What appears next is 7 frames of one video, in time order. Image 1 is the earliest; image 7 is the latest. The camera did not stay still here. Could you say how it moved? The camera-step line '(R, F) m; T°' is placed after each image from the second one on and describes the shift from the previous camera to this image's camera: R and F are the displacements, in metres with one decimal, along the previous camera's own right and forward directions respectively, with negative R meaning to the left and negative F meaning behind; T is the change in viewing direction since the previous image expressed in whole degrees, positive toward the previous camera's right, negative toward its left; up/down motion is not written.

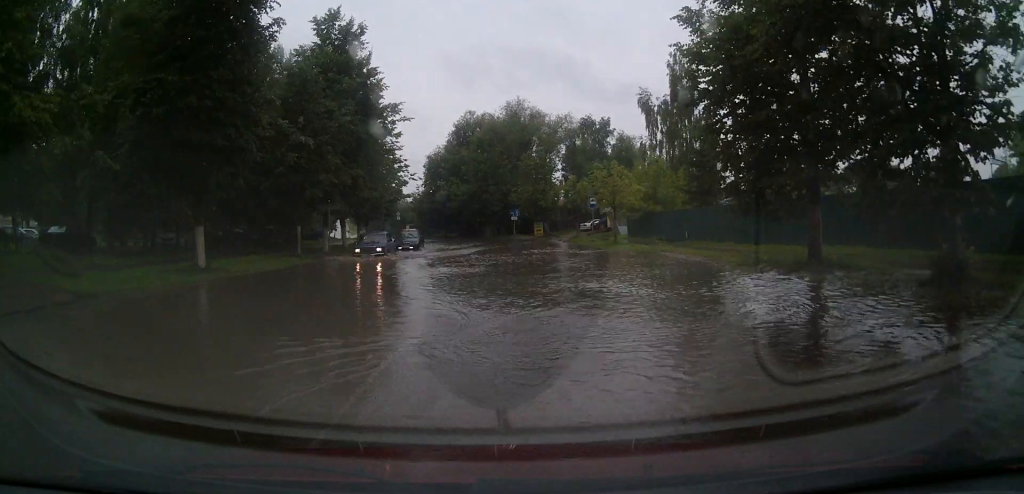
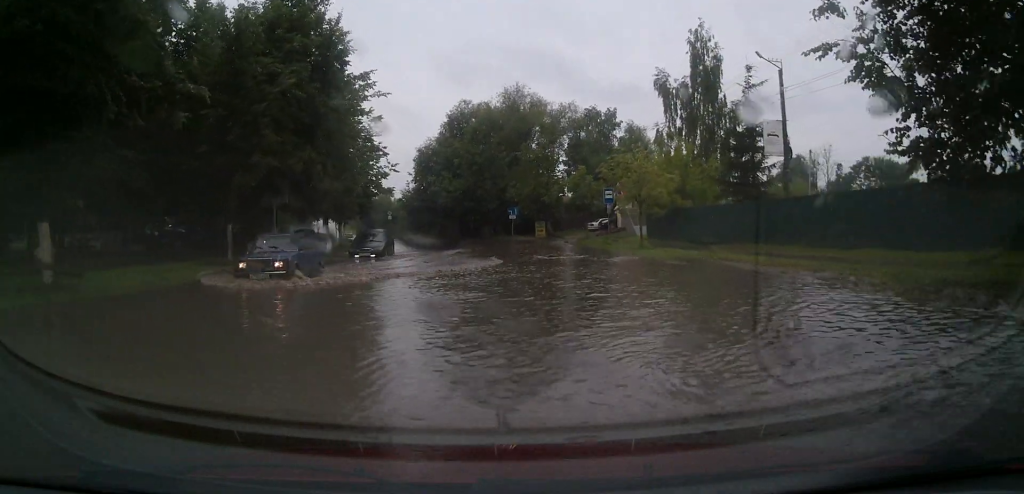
(0.0, +10.8) m; 0°
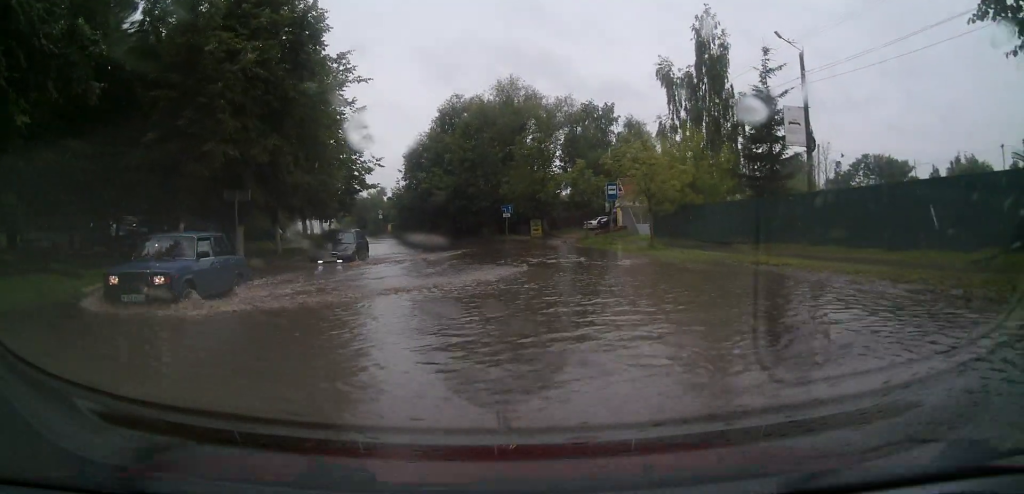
(0.0, +4.2) m; 0°
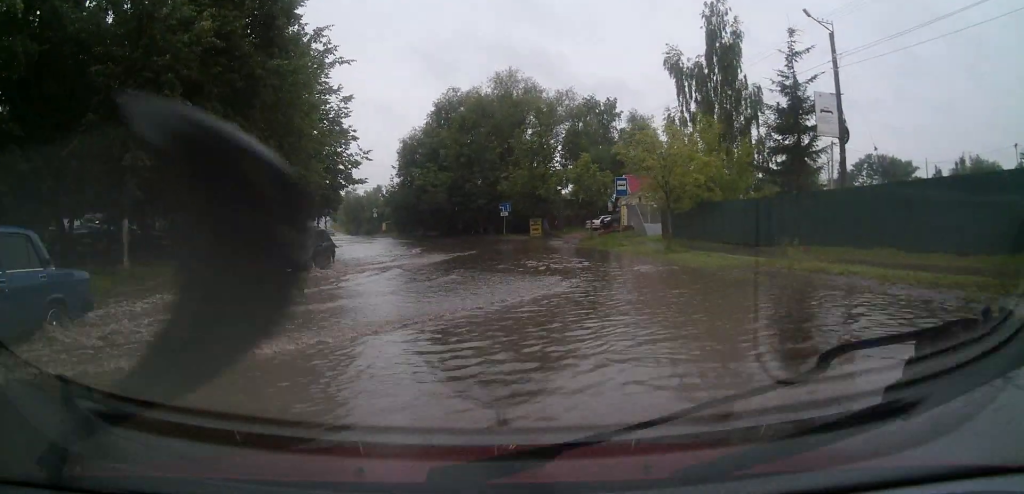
(0.0, +4.4) m; 0°
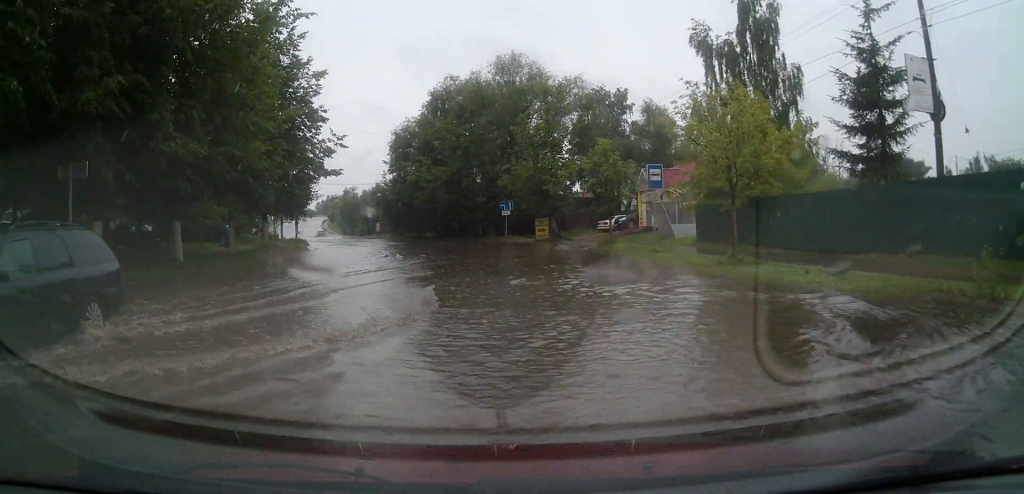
(-0.9, +10.4) m; -9°
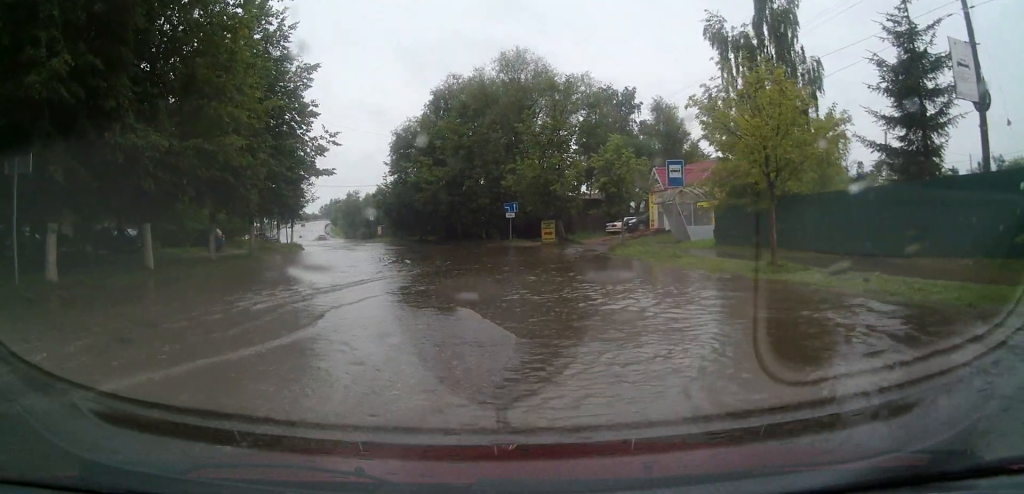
(0.0, +2.5) m; 0°
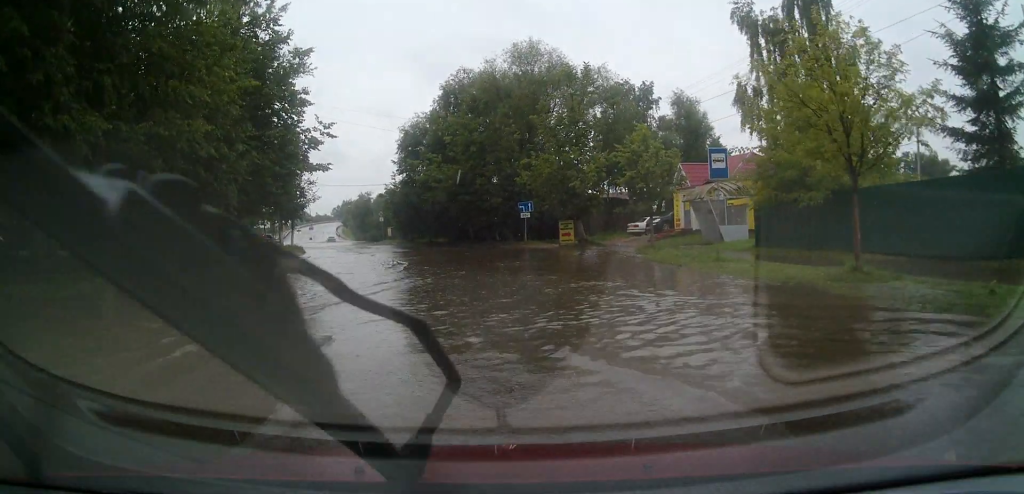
(0.0, +2.5) m; 0°
